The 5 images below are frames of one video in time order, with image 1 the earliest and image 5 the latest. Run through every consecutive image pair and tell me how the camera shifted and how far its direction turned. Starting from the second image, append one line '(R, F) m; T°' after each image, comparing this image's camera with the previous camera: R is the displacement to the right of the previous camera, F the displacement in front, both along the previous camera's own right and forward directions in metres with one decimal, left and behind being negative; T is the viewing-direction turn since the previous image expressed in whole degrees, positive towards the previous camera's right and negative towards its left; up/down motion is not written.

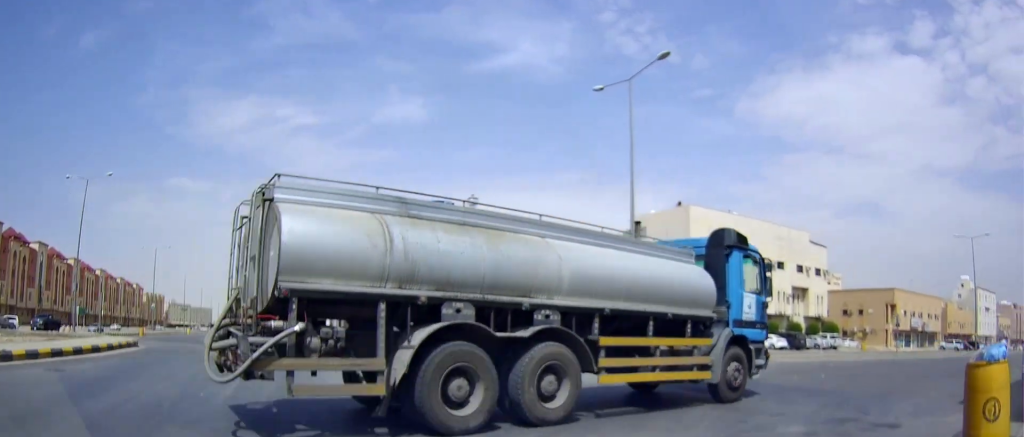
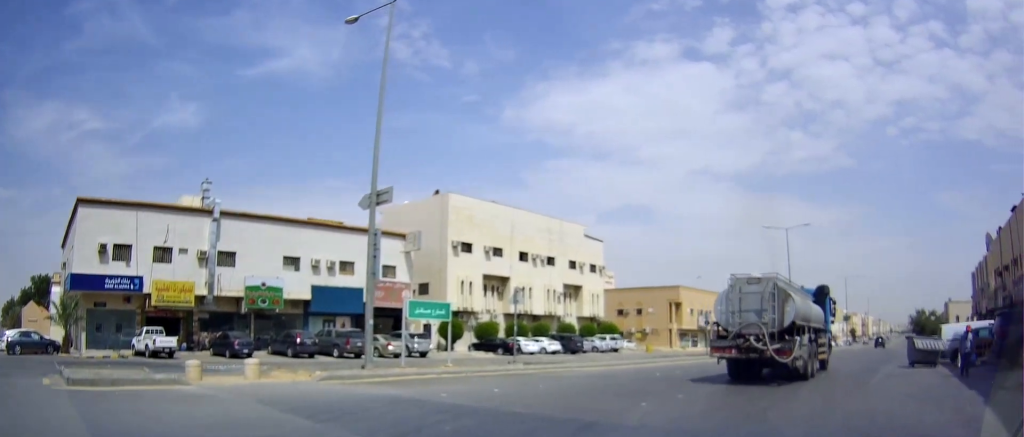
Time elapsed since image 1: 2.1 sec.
(+0.9, +5.9) m; +16°
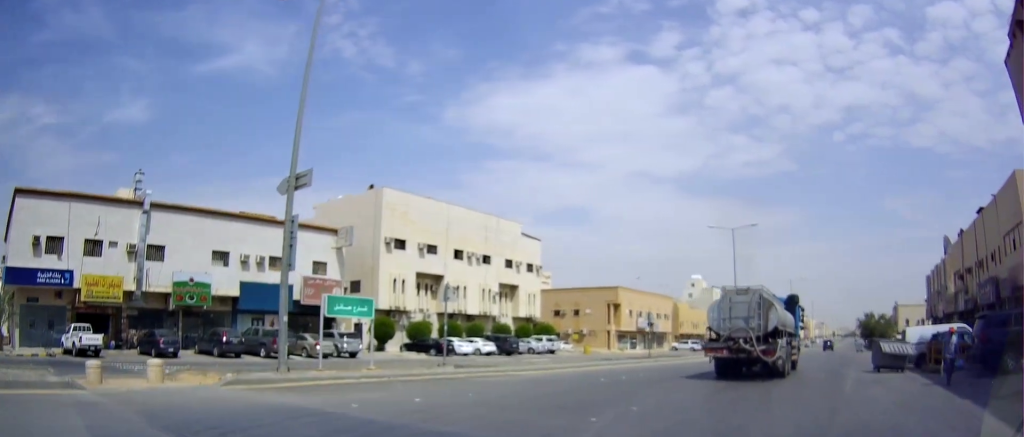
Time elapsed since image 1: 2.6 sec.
(0.0, +1.4) m; +3°
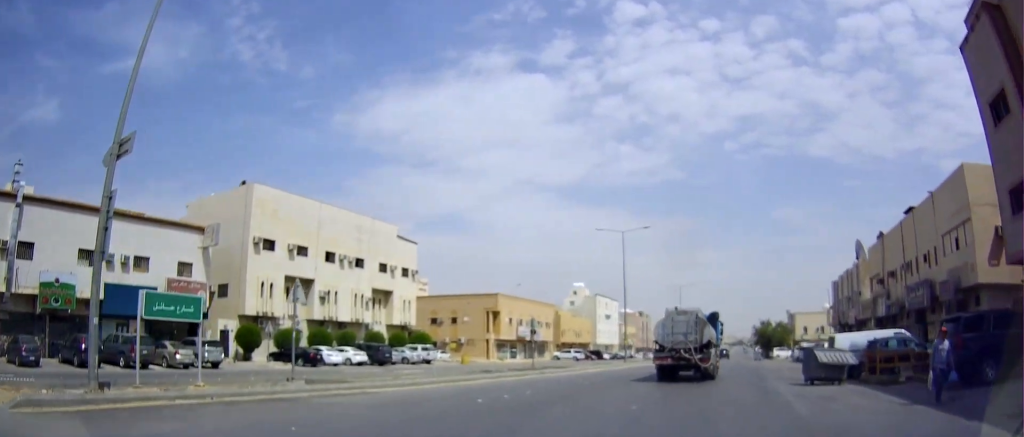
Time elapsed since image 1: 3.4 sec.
(+0.2, +2.9) m; +6°
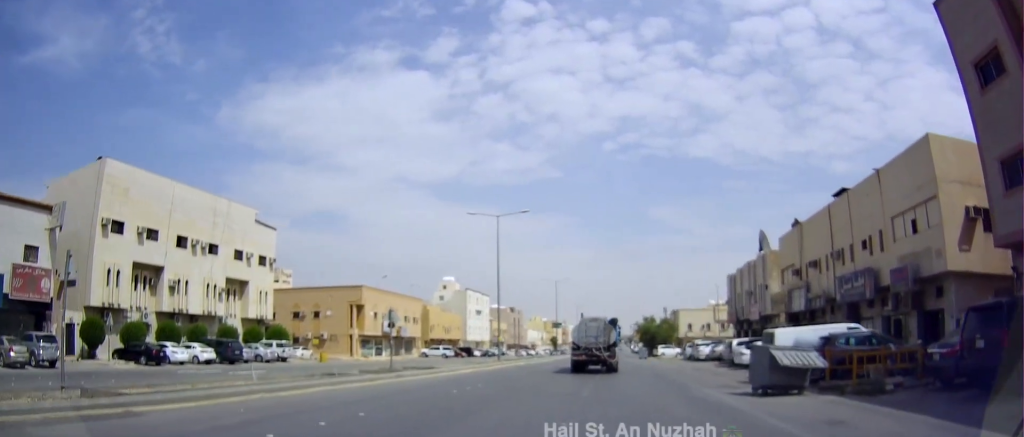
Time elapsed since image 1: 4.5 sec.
(+0.3, +4.6) m; +16°
